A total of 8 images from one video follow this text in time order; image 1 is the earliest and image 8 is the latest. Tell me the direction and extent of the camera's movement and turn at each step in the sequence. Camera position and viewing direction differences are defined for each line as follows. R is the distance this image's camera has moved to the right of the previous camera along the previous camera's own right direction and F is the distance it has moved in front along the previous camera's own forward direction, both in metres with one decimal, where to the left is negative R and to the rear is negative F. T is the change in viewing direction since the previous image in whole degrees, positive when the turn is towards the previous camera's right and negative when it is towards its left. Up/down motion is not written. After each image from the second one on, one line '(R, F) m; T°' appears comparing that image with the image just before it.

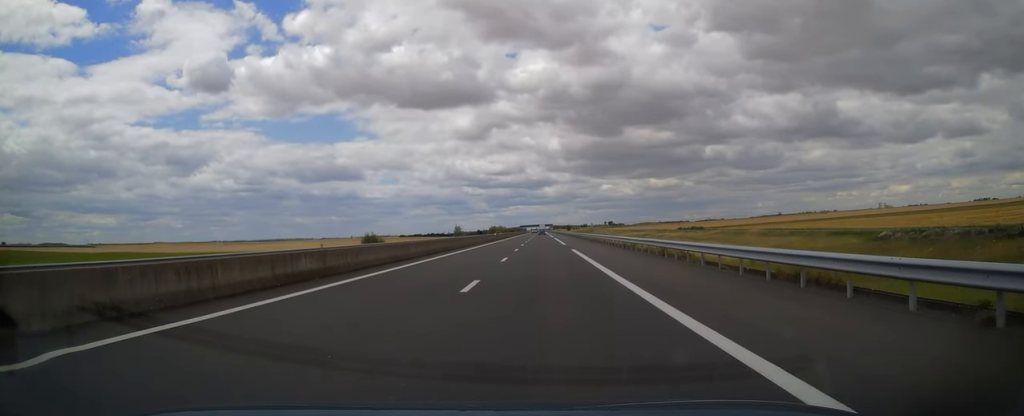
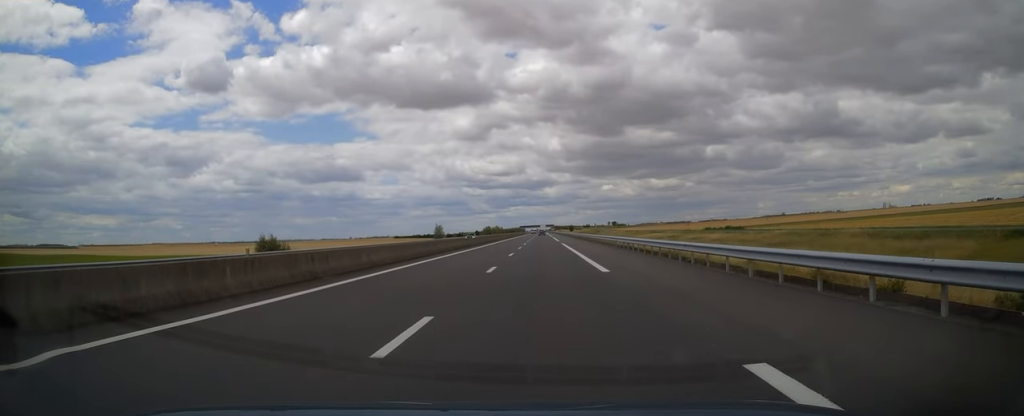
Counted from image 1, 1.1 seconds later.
(+0.2, +32.6) m; 0°
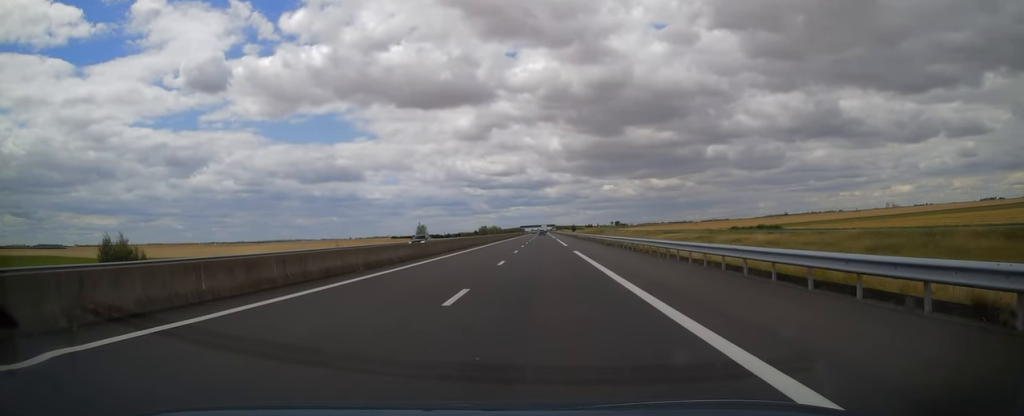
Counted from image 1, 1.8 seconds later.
(-0.2, +21.4) m; 0°
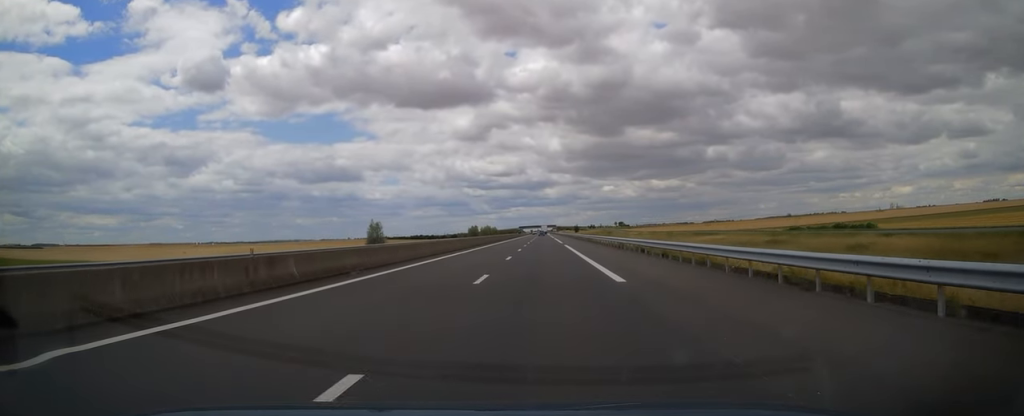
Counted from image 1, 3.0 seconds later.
(+0.1, +34.1) m; 0°
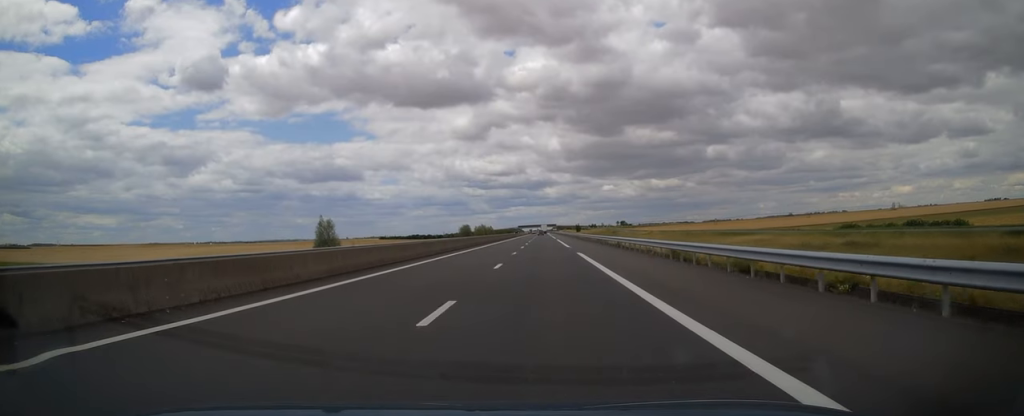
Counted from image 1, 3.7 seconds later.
(0.0, +20.0) m; 0°
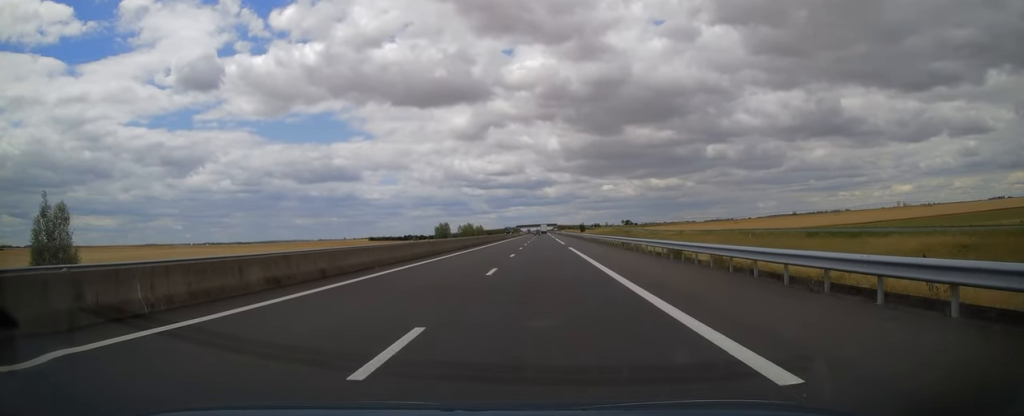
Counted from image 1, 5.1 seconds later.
(0.0, +41.9) m; 0°
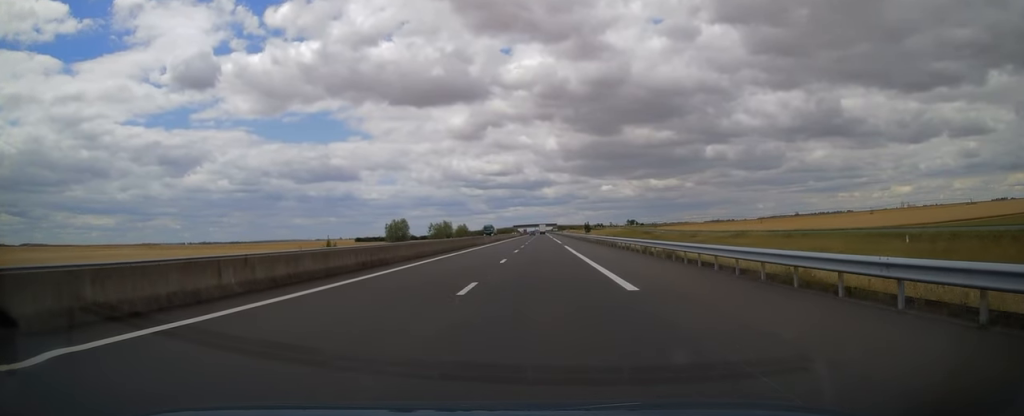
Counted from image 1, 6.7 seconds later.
(-0.2, +44.5) m; 0°
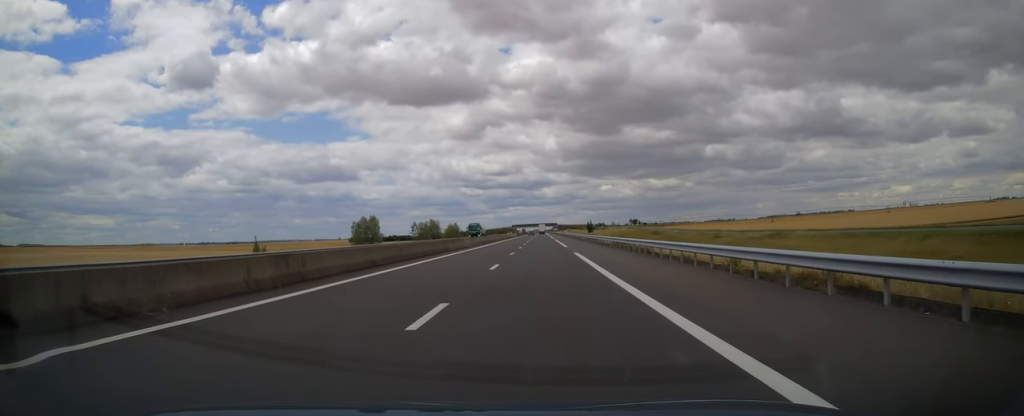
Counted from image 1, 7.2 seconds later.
(+0.2, +17.6) m; 0°
